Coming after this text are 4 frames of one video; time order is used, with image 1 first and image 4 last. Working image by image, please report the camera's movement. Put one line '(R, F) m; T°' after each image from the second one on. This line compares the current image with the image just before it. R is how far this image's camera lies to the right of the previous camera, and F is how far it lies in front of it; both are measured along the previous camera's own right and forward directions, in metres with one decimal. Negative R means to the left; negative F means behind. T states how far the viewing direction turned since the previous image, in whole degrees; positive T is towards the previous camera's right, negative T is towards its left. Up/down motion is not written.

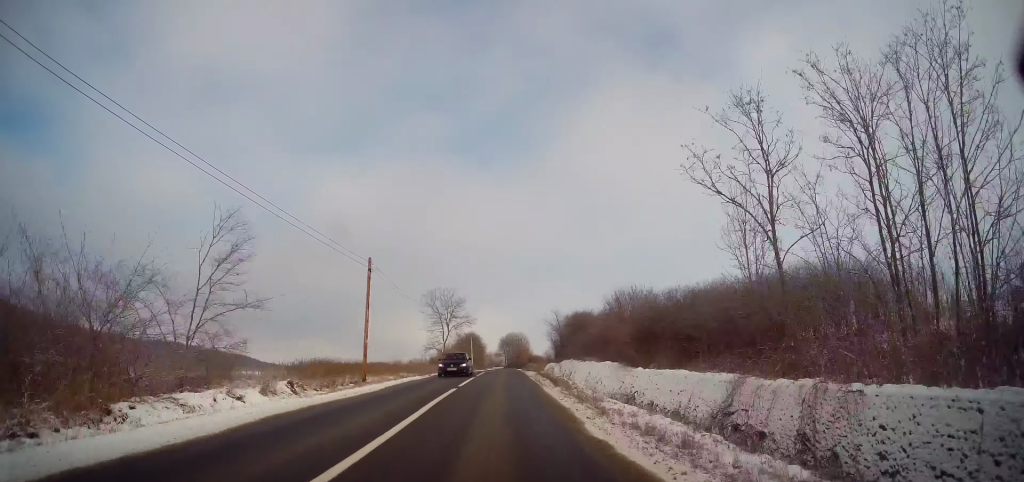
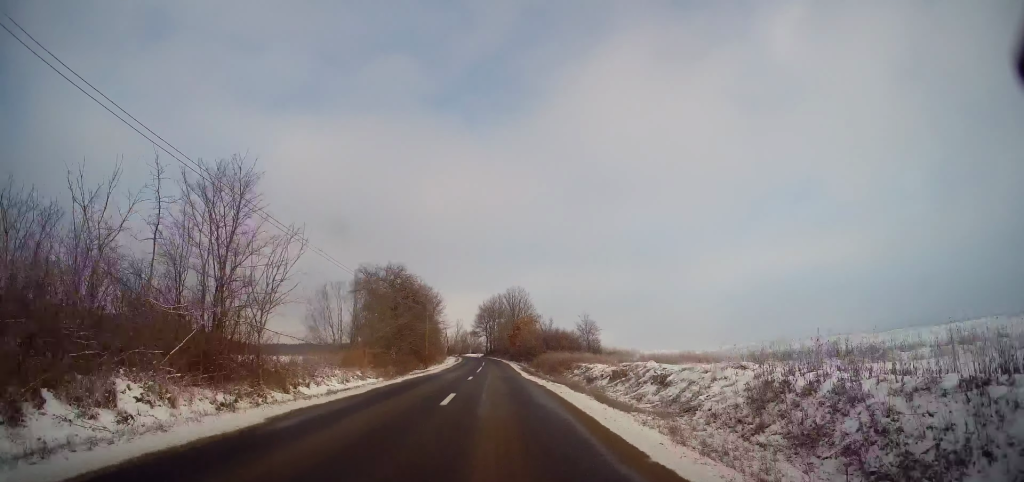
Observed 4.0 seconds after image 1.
(+4.3, +87.8) m; +4°
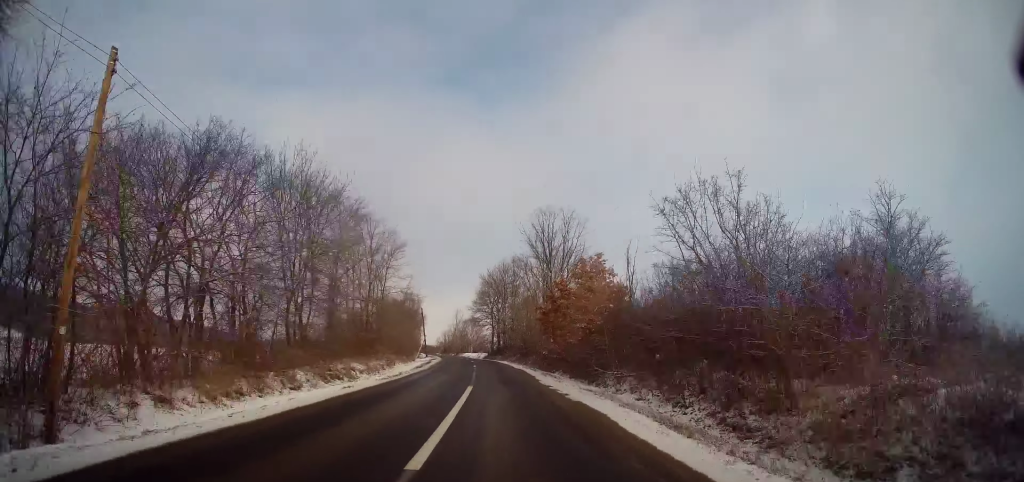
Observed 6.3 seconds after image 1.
(0.0, +48.8) m; -1°
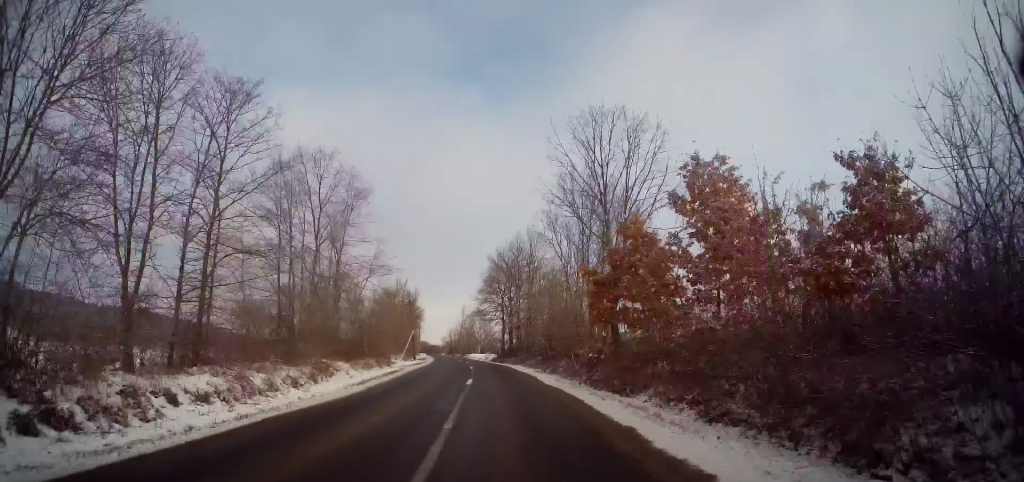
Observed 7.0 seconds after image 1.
(-0.3, +16.9) m; -1°
